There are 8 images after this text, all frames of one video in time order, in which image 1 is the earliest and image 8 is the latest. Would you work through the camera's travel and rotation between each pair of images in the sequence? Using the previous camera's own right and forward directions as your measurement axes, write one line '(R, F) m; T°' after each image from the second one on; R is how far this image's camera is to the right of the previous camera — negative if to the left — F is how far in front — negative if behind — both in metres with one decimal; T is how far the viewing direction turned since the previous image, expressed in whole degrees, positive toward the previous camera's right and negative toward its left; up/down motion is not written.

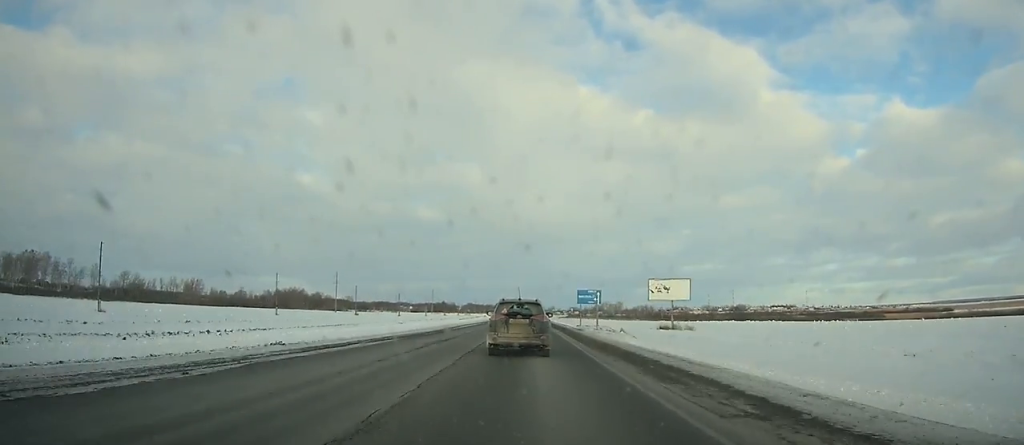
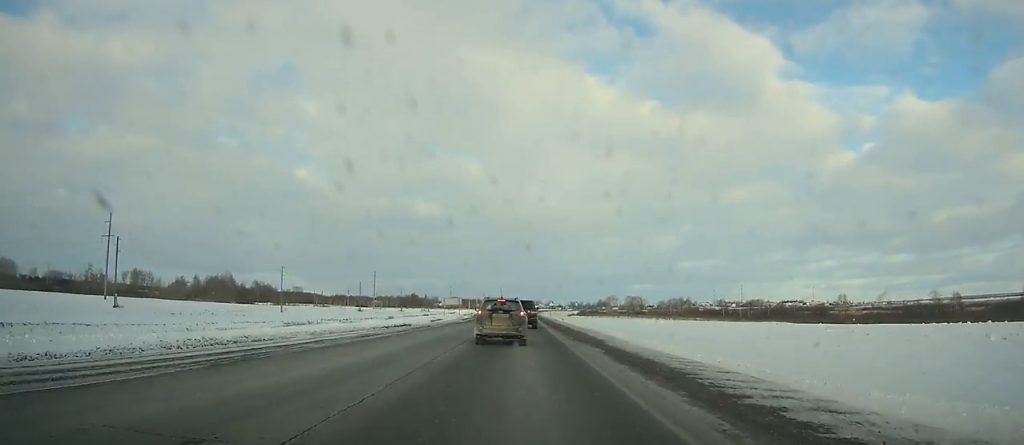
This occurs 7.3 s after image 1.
(-0.1, +154.7) m; 0°
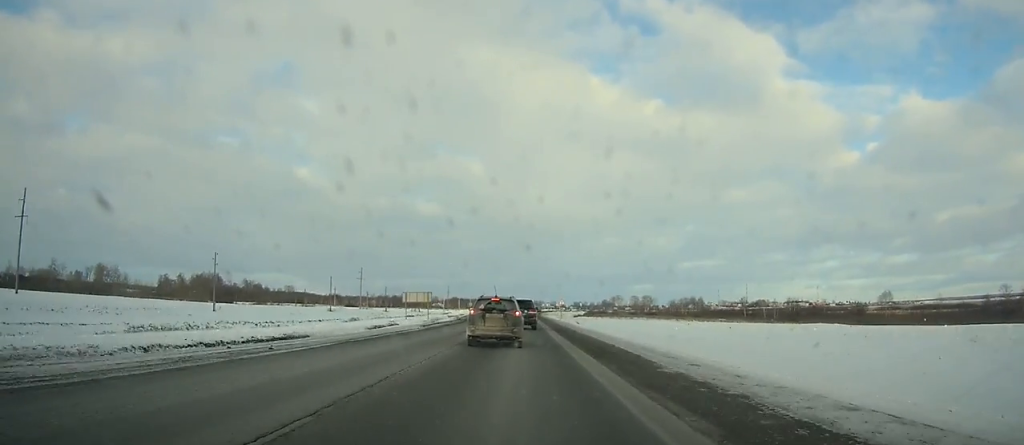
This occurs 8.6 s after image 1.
(+0.1, +27.1) m; 0°
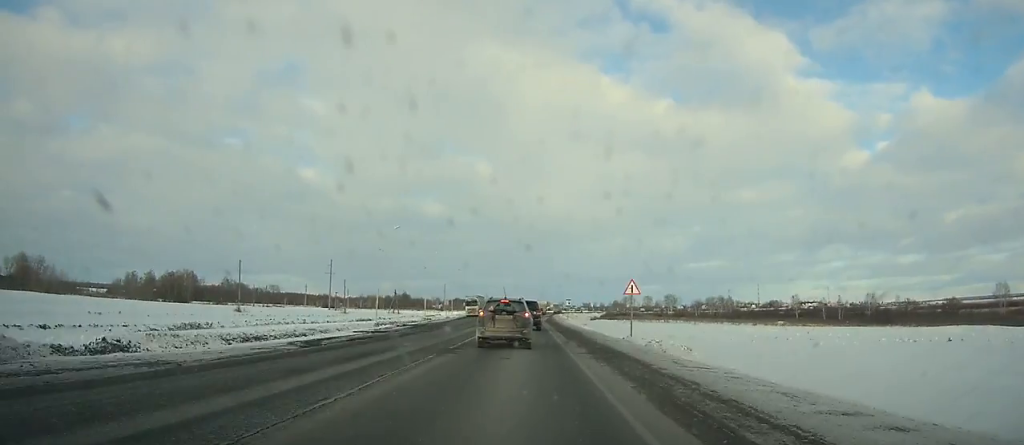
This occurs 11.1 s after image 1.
(+0.1, +51.3) m; 0°
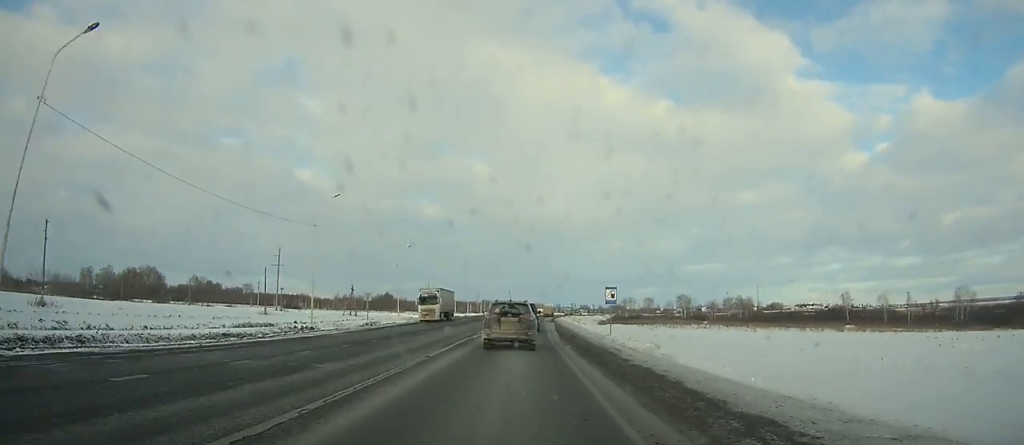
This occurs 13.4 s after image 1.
(0.0, +45.7) m; 0°
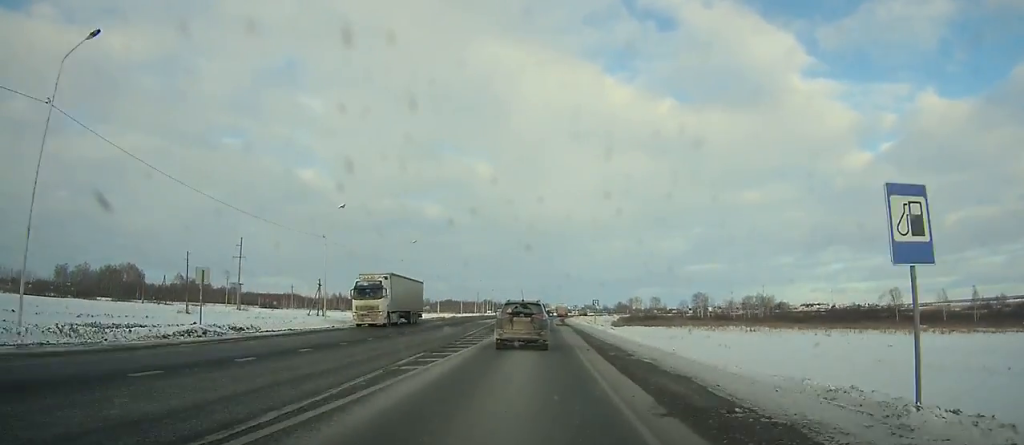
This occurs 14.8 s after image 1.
(0.0, +27.0) m; 0°
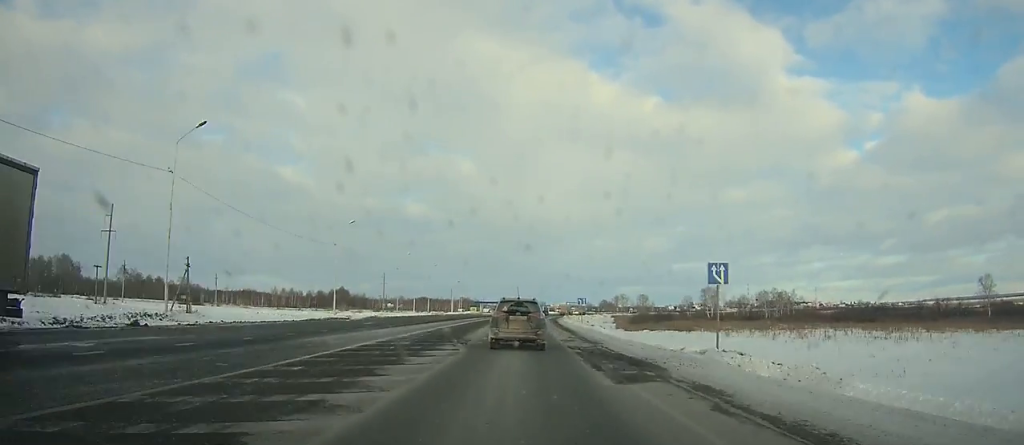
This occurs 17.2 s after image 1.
(+0.1, +45.7) m; +1°
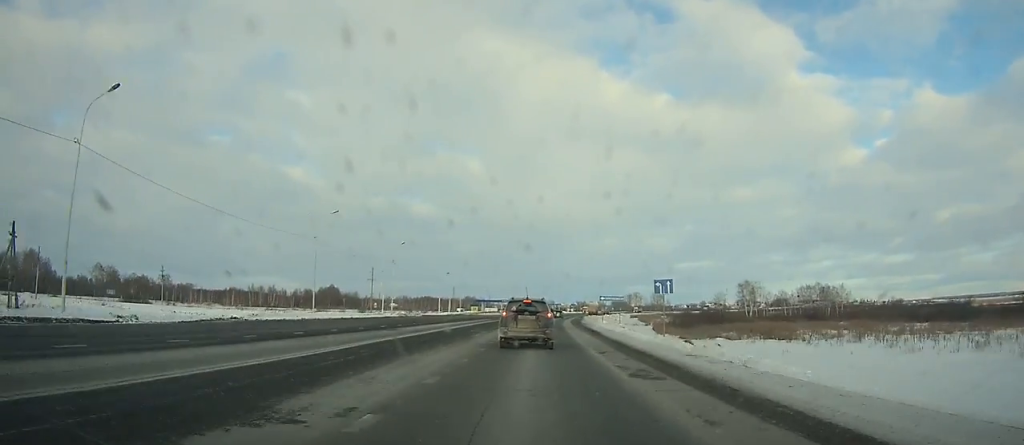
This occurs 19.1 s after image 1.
(+0.1, +35.4) m; +1°
